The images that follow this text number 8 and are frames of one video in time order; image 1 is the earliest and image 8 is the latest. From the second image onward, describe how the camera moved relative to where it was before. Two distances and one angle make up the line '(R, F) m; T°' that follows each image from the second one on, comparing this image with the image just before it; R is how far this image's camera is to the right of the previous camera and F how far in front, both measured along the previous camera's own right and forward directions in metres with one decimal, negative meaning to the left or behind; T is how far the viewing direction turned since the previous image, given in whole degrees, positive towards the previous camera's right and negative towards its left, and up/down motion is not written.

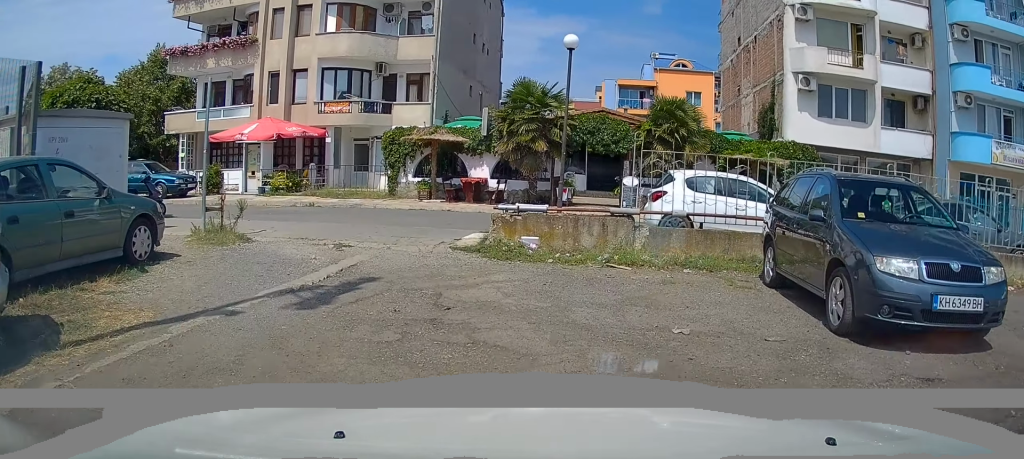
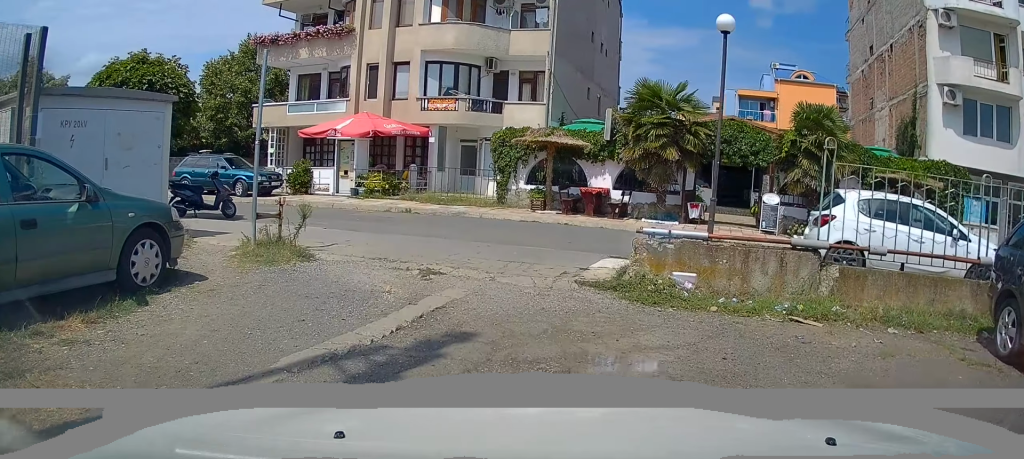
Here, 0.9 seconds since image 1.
(-0.3, +2.6) m; -10°
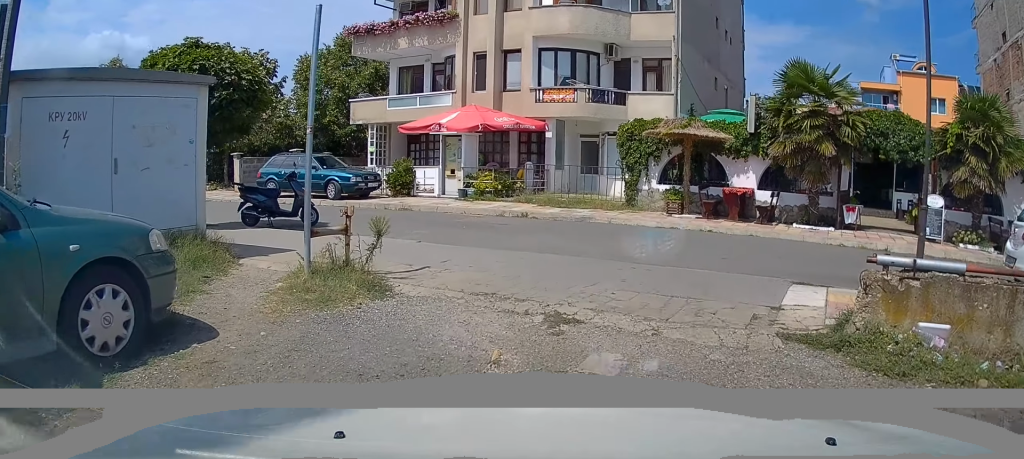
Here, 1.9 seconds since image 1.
(-0.2, +2.6) m; -5°
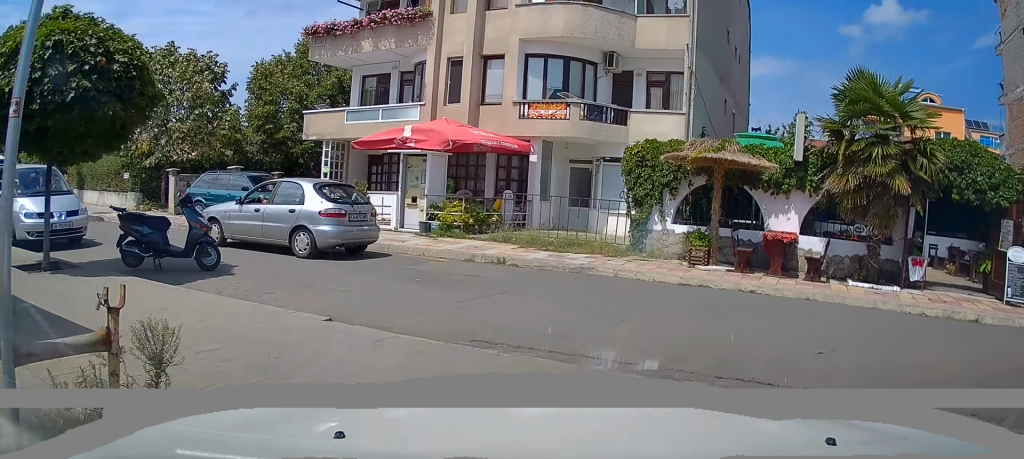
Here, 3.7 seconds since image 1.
(+0.1, +4.0) m; +7°
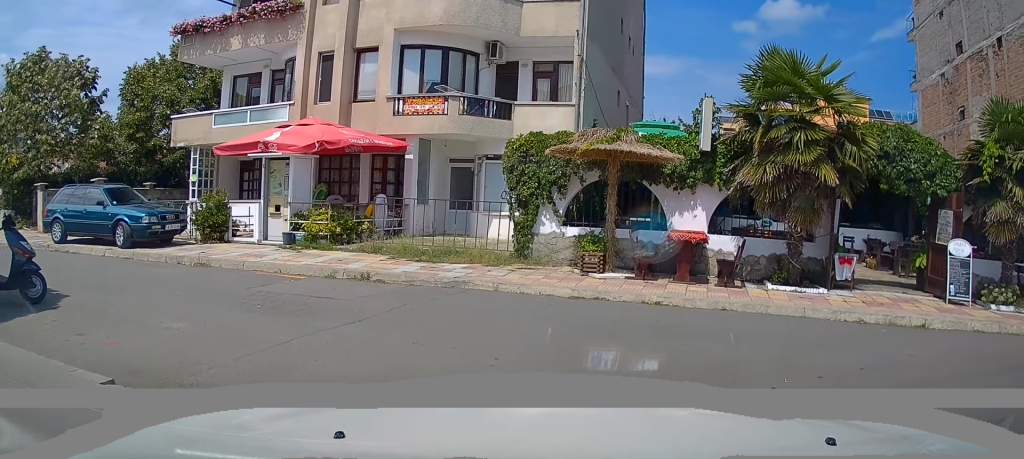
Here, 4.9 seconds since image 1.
(+0.2, +1.8) m; +4°
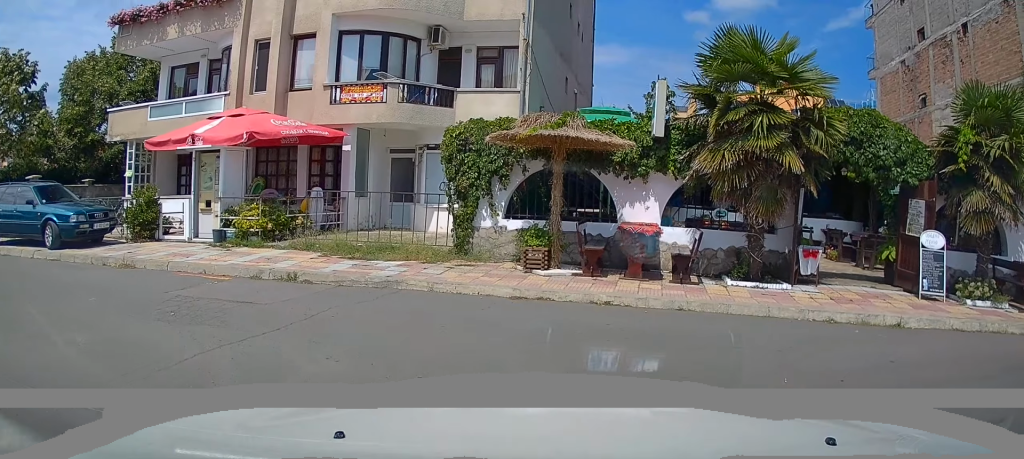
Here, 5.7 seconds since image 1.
(+0.2, +0.9) m; 0°
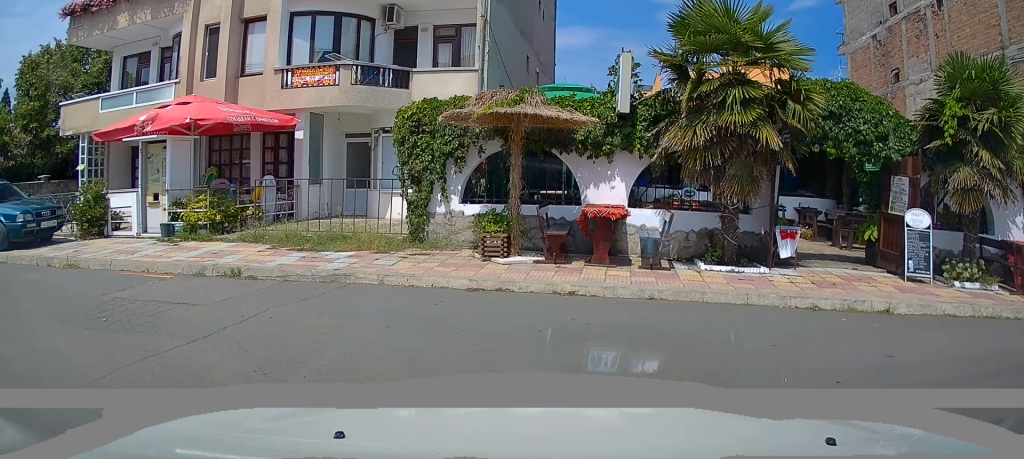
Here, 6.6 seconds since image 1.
(+0.2, +0.7) m; 0°
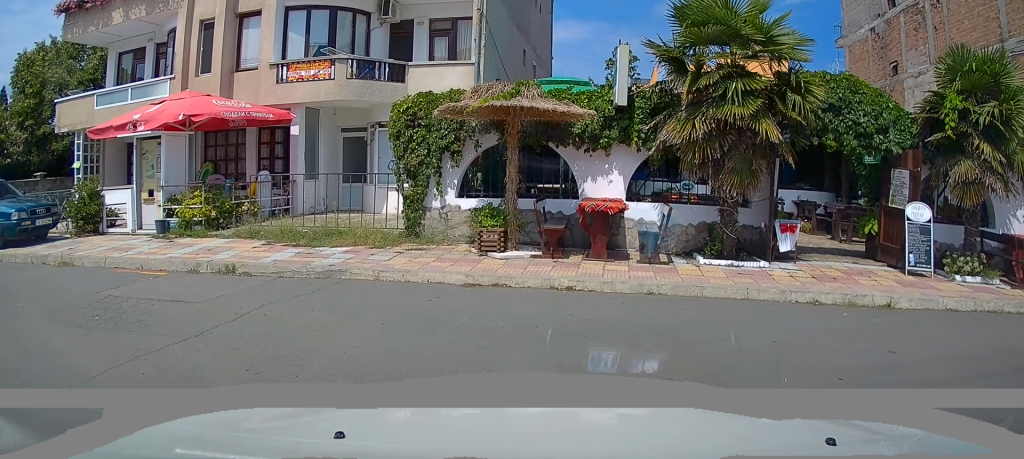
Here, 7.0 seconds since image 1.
(+0.1, +0.2) m; 0°
